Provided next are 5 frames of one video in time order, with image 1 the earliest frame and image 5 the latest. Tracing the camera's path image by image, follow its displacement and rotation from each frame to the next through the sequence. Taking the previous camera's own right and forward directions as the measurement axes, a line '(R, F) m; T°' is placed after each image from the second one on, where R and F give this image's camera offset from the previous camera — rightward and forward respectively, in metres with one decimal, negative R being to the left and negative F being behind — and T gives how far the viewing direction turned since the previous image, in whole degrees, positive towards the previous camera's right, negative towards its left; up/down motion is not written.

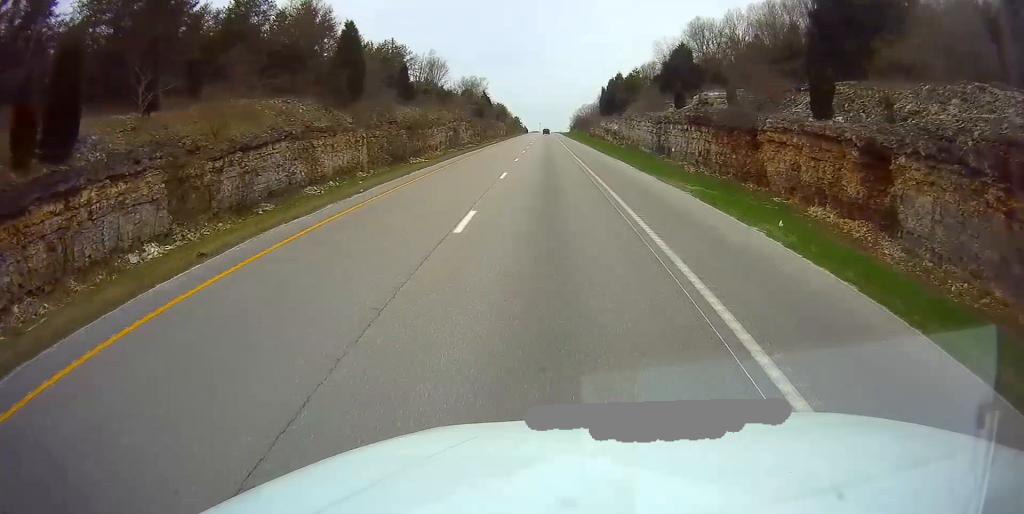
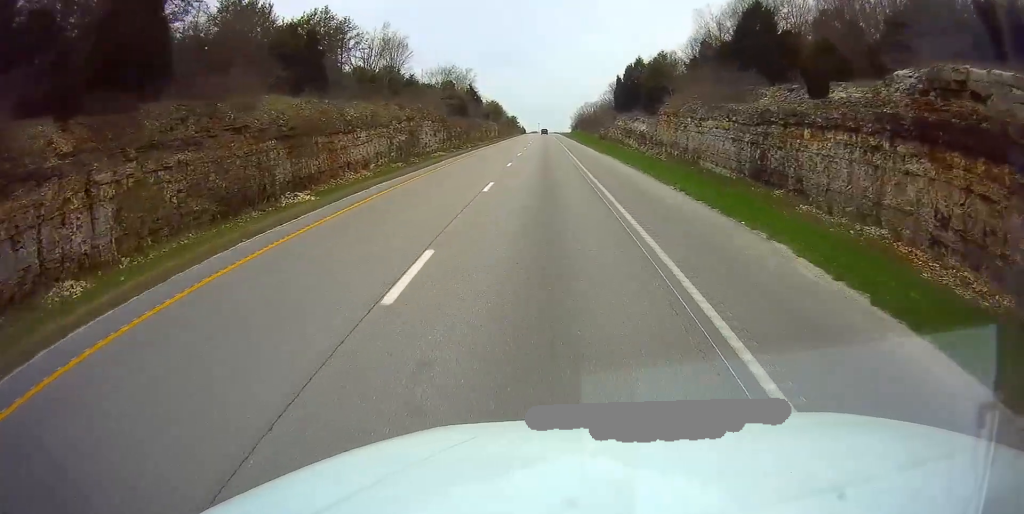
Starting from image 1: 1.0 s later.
(+0.1, +28.9) m; 0°
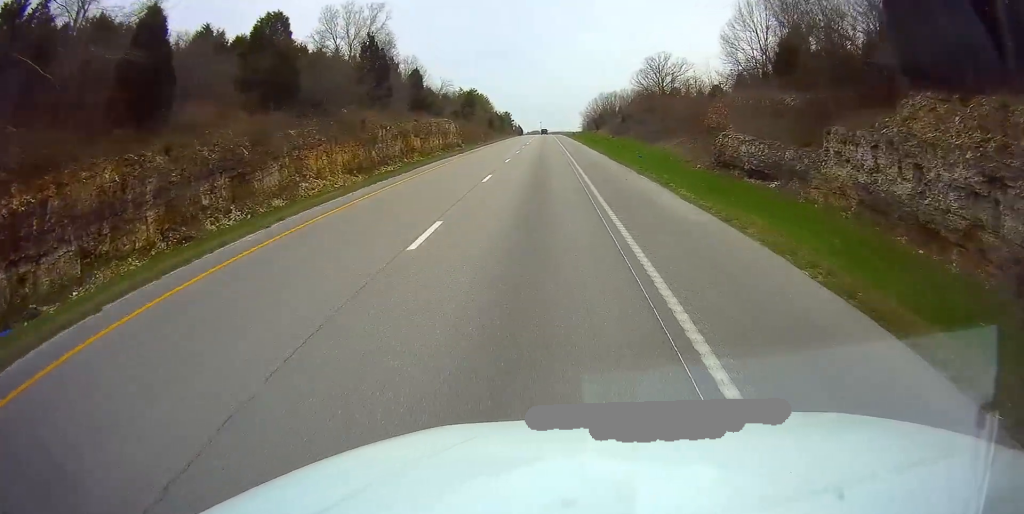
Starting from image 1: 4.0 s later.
(-0.3, +82.0) m; -1°
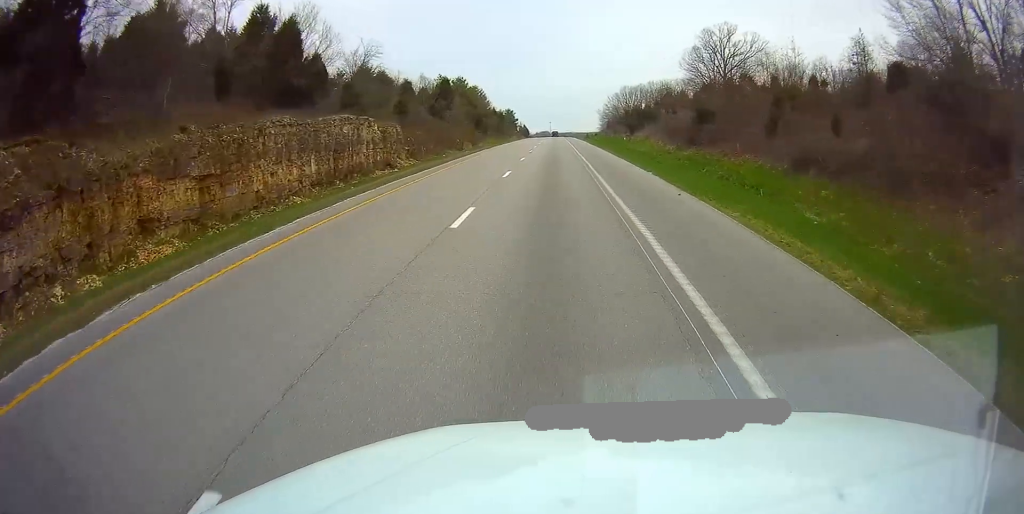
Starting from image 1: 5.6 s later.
(0.0, +46.5) m; 0°
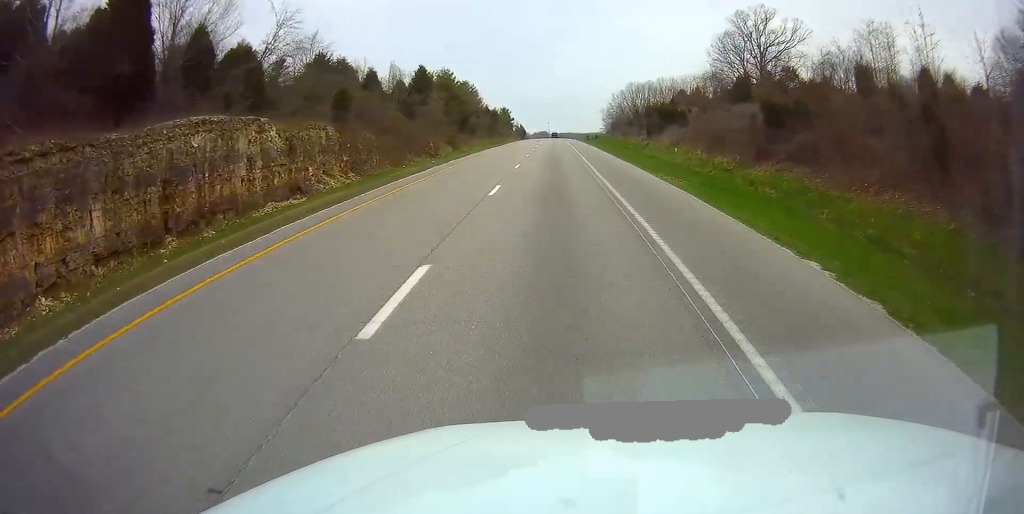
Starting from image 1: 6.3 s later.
(-0.1, +18.6) m; 0°
